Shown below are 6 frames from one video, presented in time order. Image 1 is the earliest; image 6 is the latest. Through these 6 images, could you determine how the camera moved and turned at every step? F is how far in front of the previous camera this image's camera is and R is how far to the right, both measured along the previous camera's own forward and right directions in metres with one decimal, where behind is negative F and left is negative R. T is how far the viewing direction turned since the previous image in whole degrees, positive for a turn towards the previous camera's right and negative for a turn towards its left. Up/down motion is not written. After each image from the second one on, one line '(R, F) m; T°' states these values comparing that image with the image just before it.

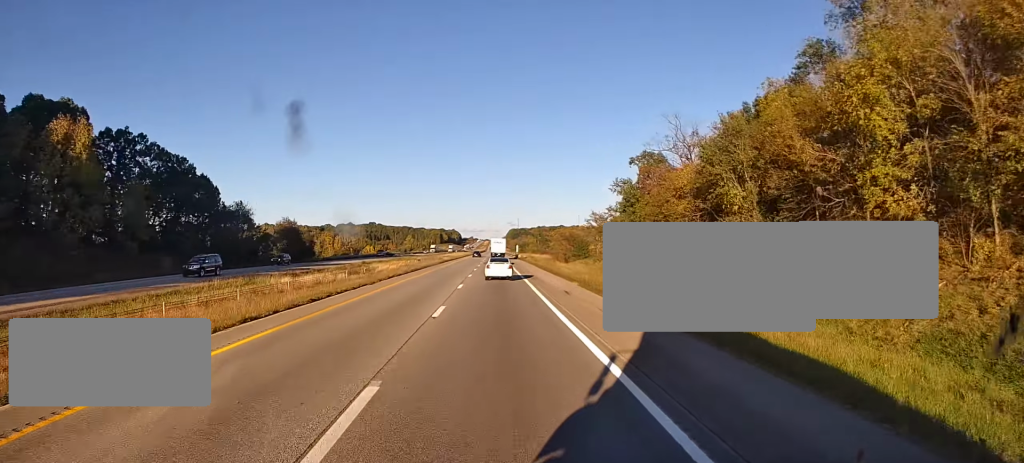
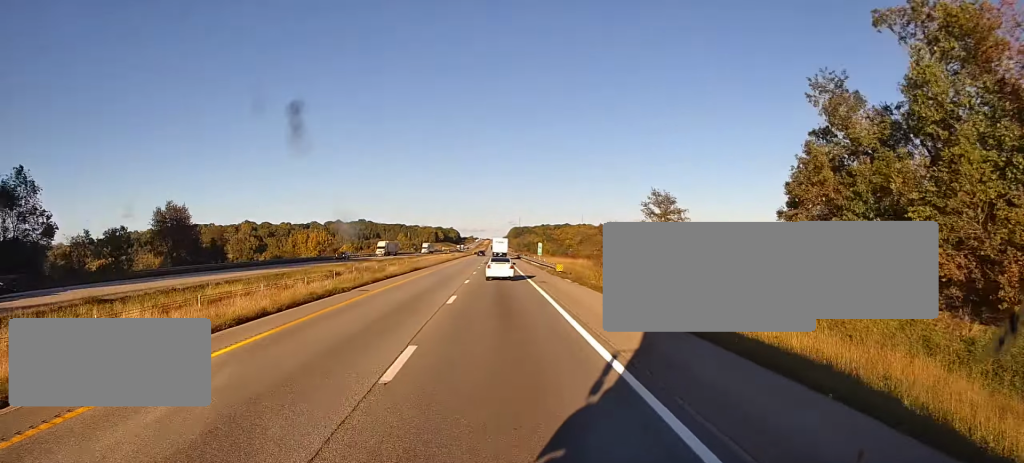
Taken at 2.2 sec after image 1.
(+0.5, +70.6) m; 0°
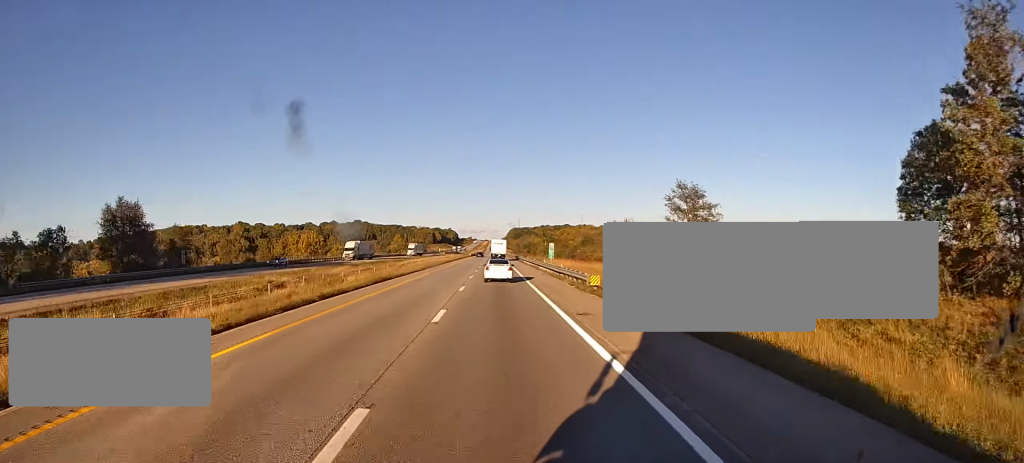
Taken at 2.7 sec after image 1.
(+0.4, +17.1) m; 0°
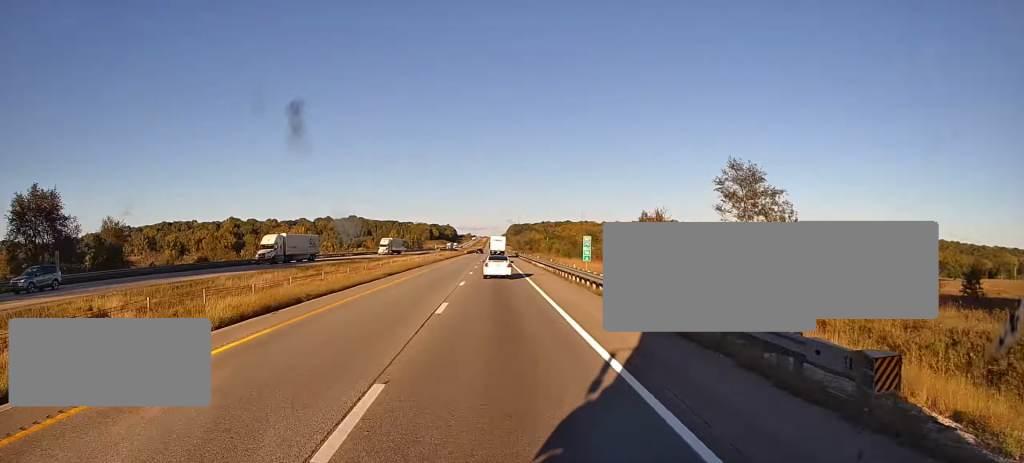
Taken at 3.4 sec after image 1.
(+0.2, +23.4) m; -1°
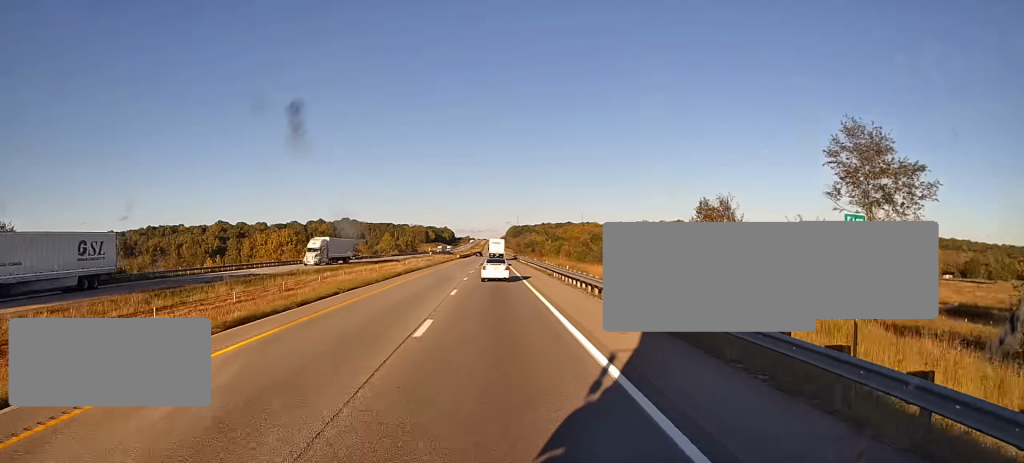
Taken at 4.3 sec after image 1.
(-0.6, +28.4) m; -1°
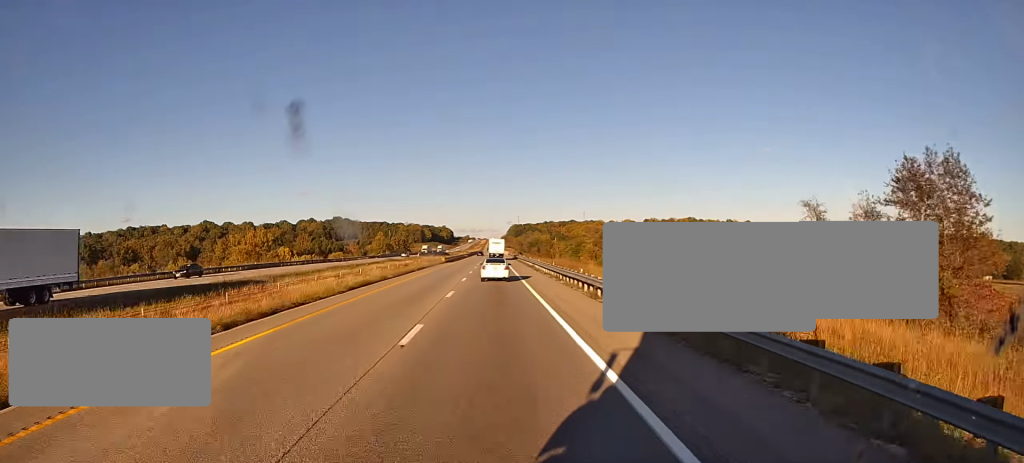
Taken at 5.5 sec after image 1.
(+0.6, +37.6) m; +2°
